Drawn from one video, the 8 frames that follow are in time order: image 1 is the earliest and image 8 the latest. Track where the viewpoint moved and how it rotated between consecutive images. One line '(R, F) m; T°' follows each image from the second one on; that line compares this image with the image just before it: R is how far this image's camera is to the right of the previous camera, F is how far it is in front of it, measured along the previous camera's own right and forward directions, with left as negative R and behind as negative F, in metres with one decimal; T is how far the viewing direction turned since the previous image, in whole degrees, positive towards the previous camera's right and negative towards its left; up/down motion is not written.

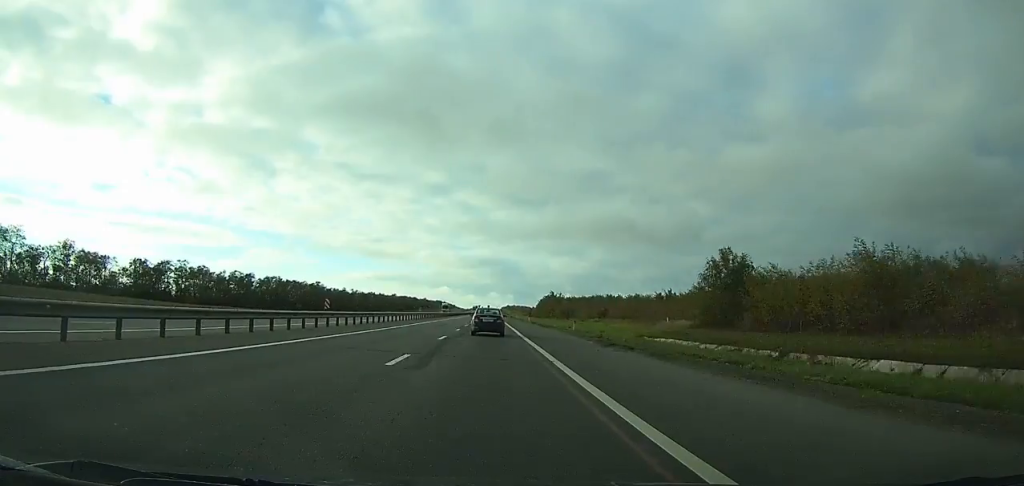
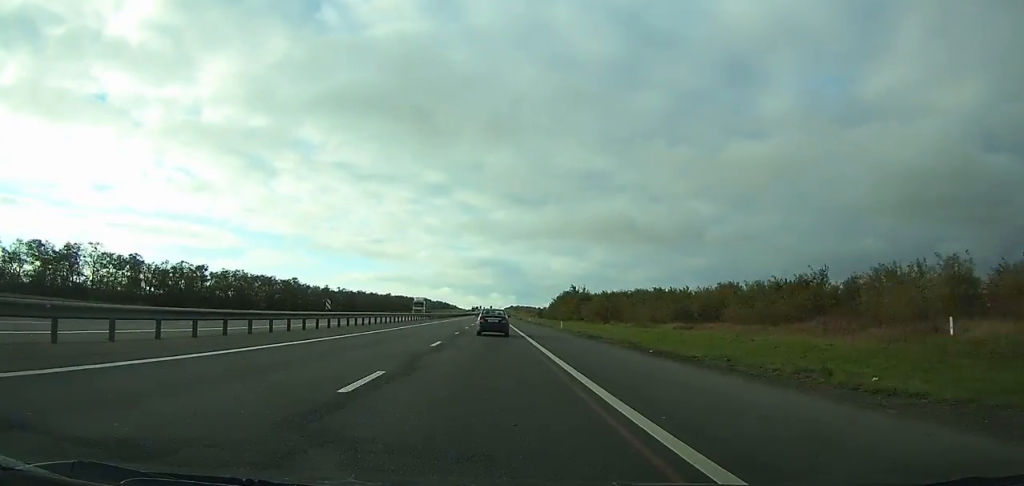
(0.0, +39.5) m; 0°
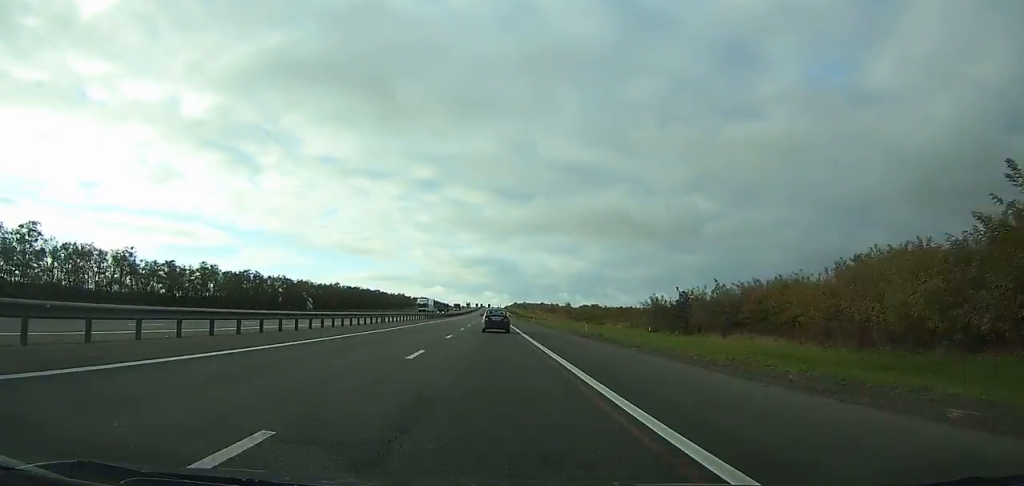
(-0.2, +163.6) m; 0°
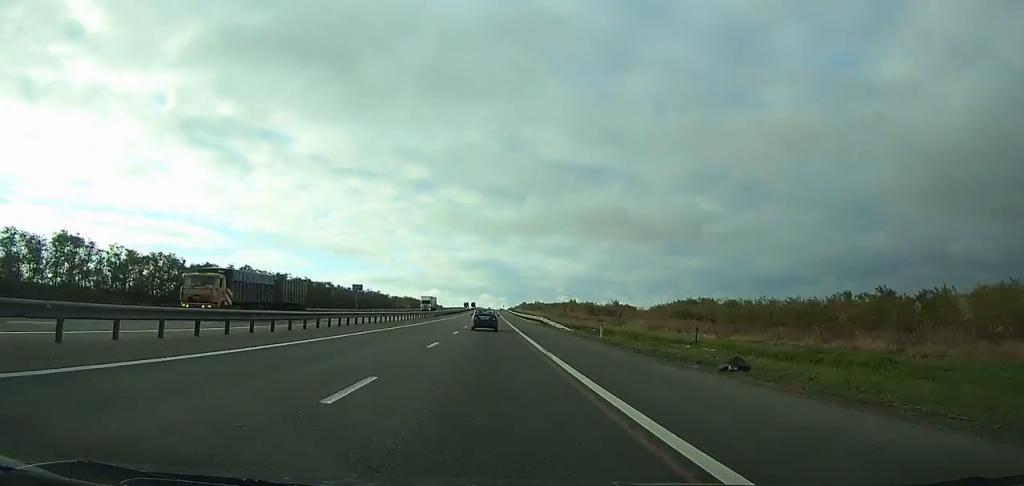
(+0.4, +127.9) m; 0°
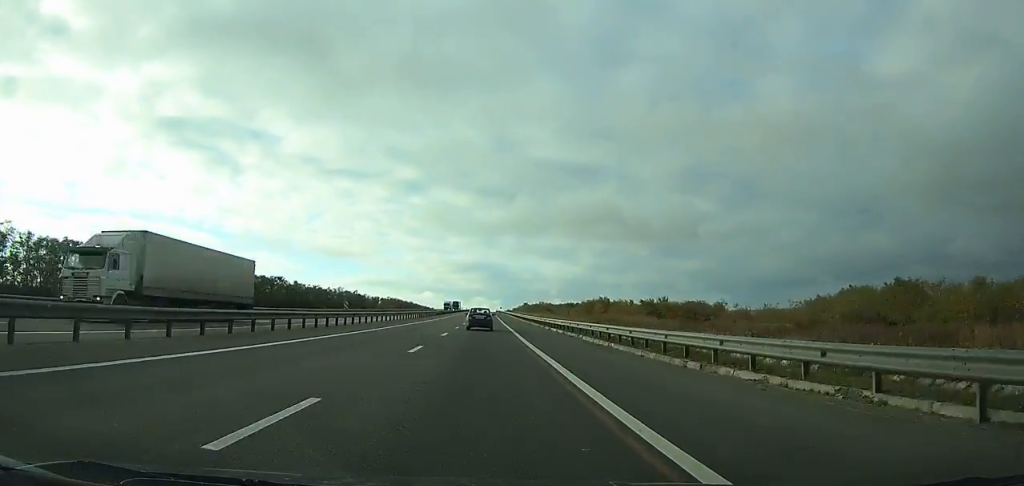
(-0.1, +61.2) m; 0°
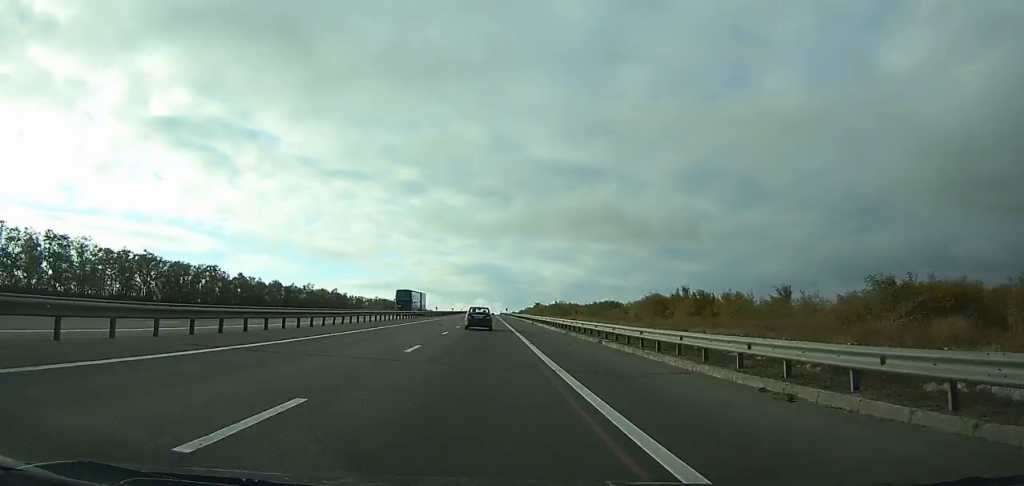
(0.0, +61.5) m; 0°
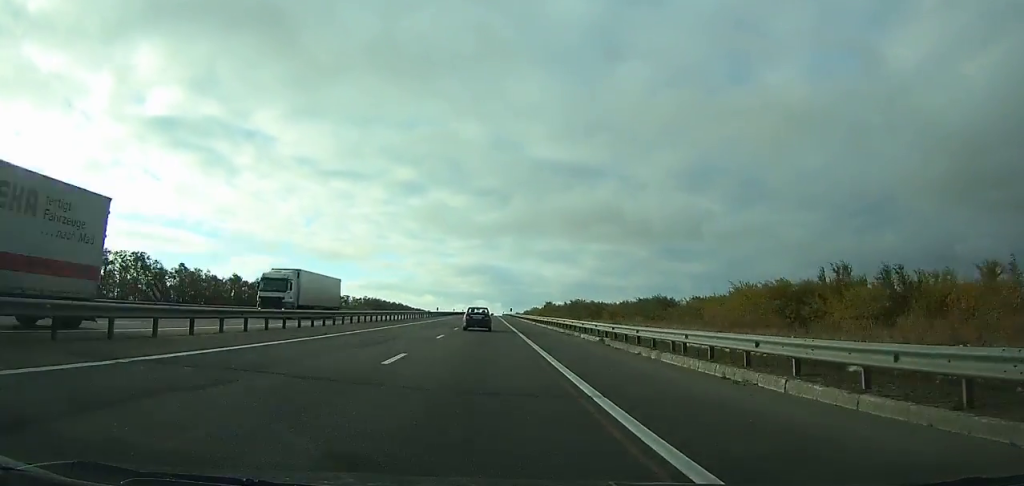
(0.0, +40.2) m; 0°
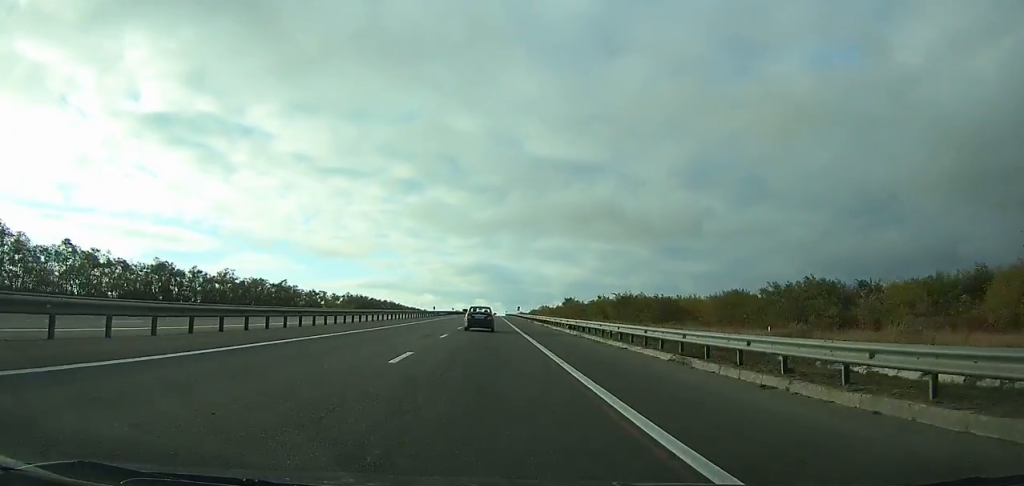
(0.0, +48.1) m; 0°
